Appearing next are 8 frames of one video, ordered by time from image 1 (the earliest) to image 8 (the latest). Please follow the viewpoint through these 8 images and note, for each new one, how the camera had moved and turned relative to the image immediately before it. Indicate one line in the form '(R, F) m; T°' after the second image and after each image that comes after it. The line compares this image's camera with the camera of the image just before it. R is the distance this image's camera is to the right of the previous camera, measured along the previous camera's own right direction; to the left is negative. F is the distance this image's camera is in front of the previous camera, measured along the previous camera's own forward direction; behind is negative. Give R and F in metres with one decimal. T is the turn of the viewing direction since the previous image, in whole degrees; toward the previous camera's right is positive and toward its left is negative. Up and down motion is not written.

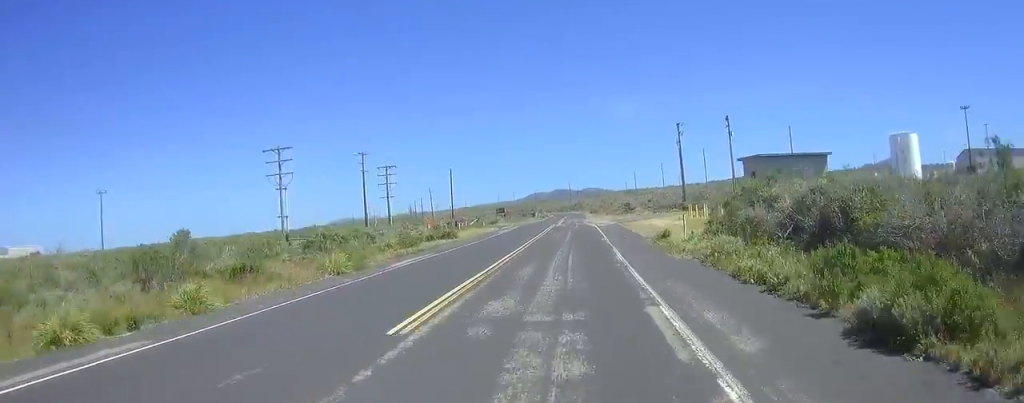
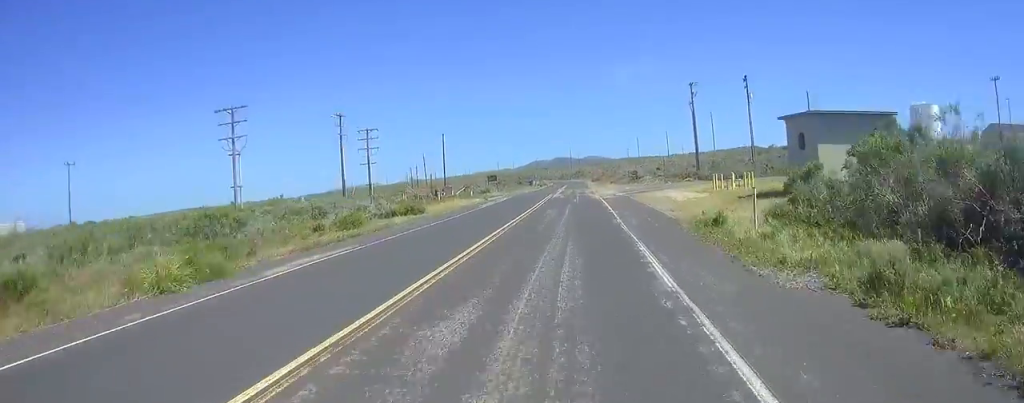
(0.0, +10.7) m; 0°
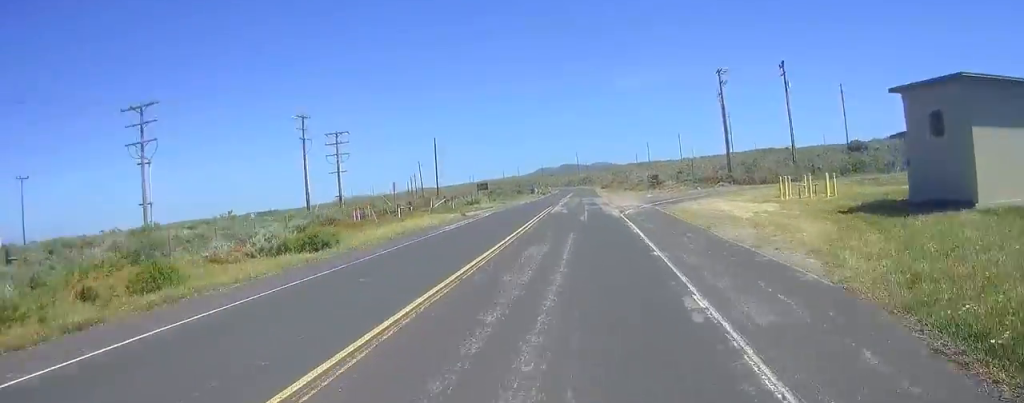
(0.0, +15.6) m; 0°
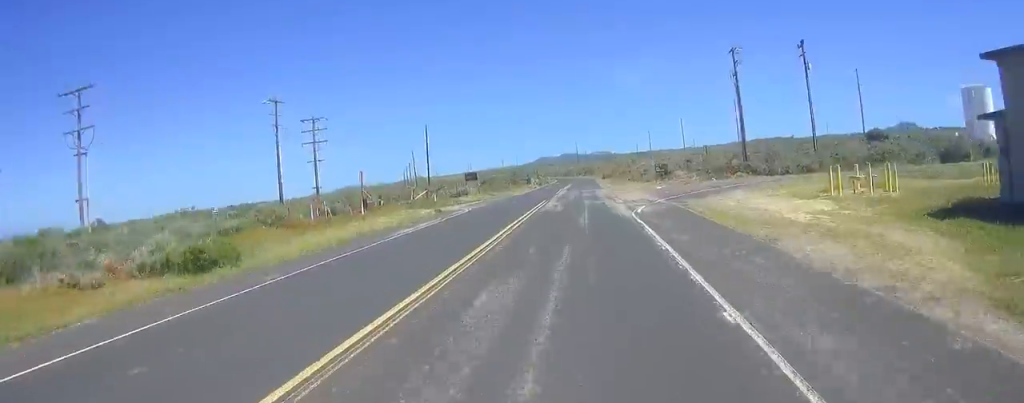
(0.0, +7.5) m; 0°
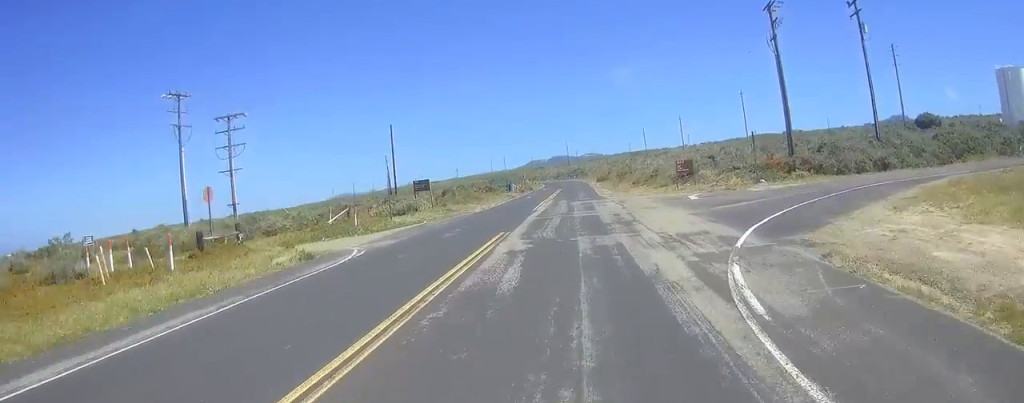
(0.0, +17.7) m; 0°
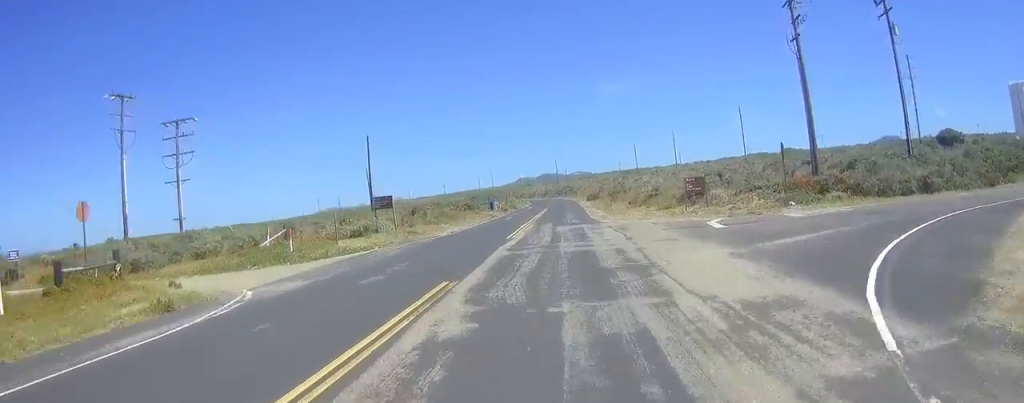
(0.0, +7.2) m; 0°
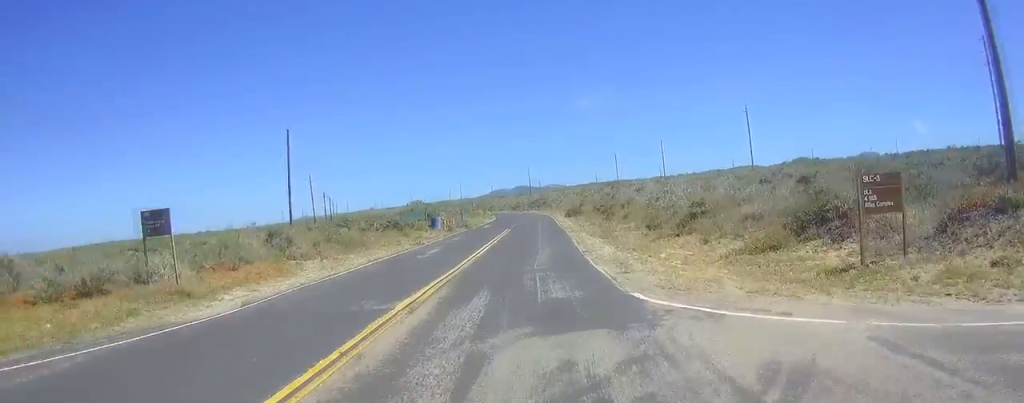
(0.0, +22.9) m; 0°
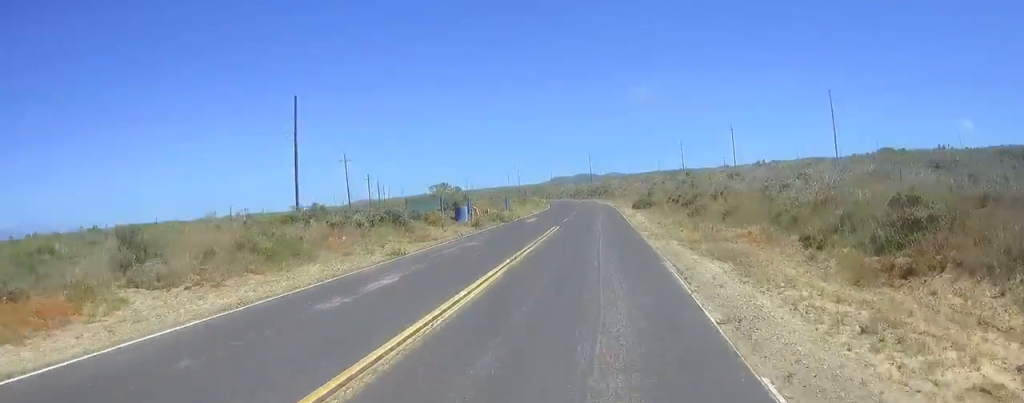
(0.0, +14.9) m; 0°
